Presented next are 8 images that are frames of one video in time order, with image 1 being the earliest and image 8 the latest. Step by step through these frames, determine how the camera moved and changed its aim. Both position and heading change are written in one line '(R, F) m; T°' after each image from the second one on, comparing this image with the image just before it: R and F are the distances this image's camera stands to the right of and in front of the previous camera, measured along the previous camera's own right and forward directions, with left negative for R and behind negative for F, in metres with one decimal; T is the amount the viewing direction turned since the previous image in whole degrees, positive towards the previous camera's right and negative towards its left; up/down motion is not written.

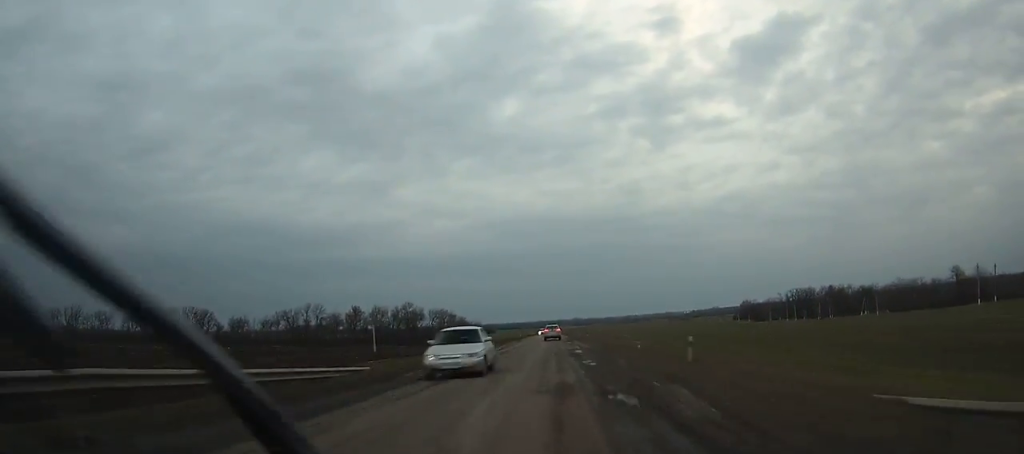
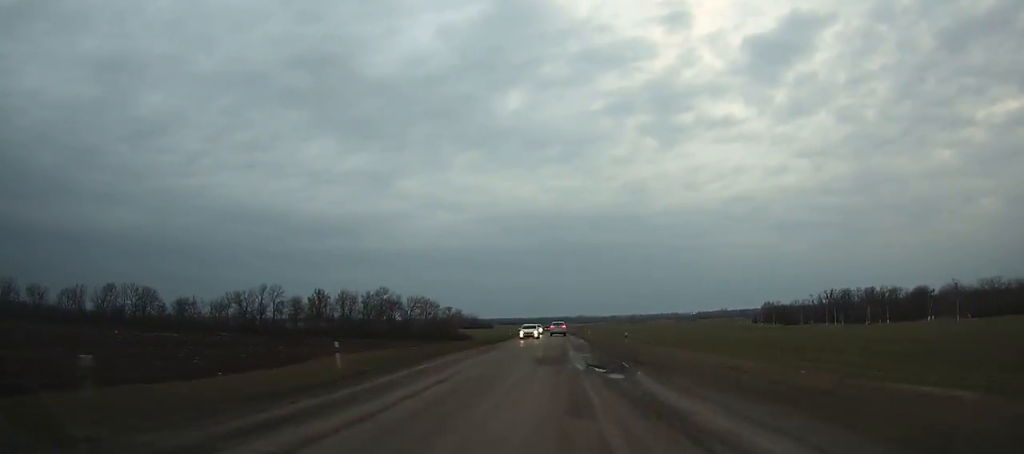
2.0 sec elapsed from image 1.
(0.0, +38.2) m; 0°
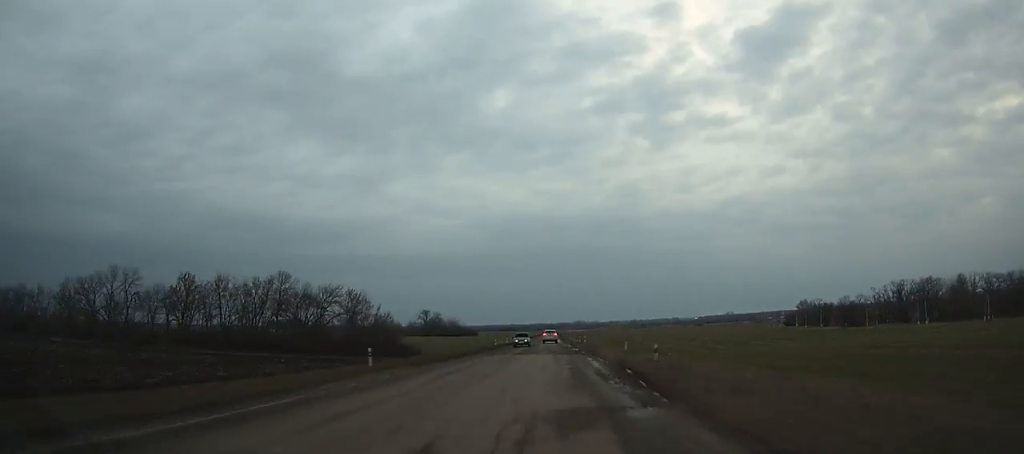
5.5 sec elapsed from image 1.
(-0.1, +67.3) m; 0°
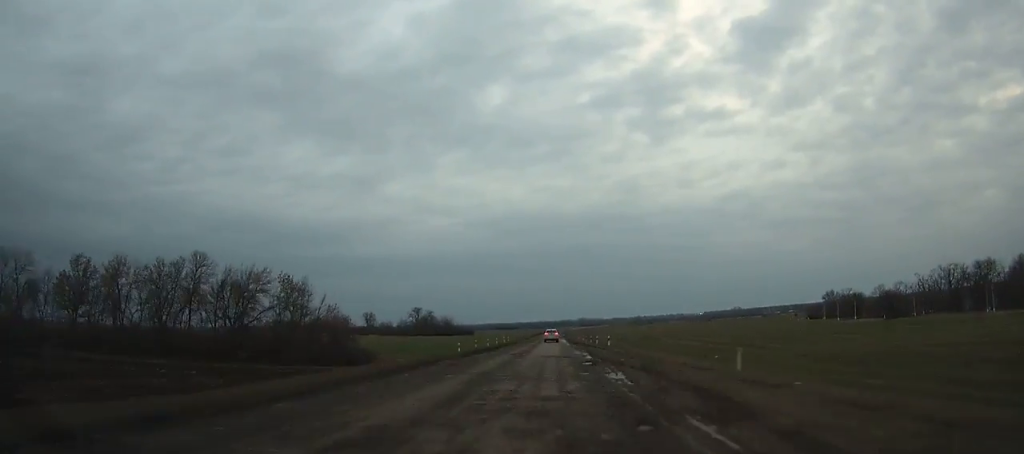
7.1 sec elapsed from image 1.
(0.0, +31.1) m; 0°
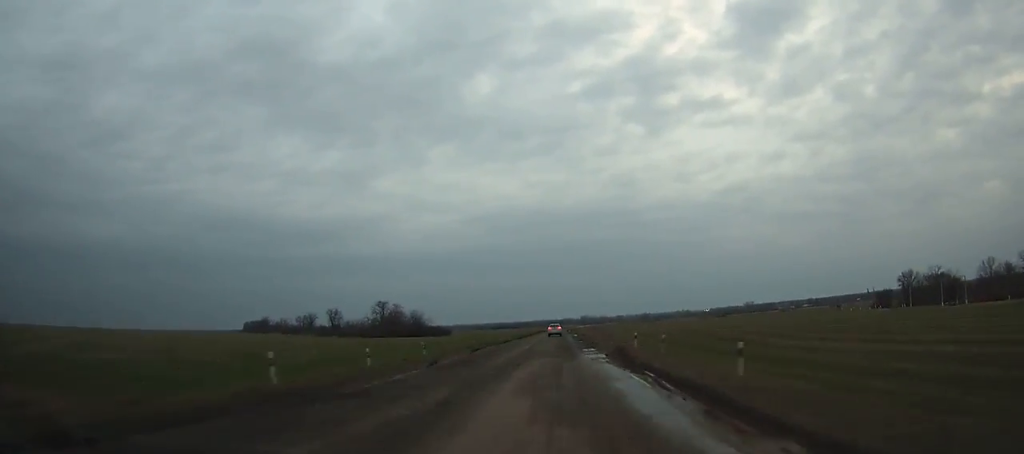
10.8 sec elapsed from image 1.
(-0.2, +73.1) m; 0°
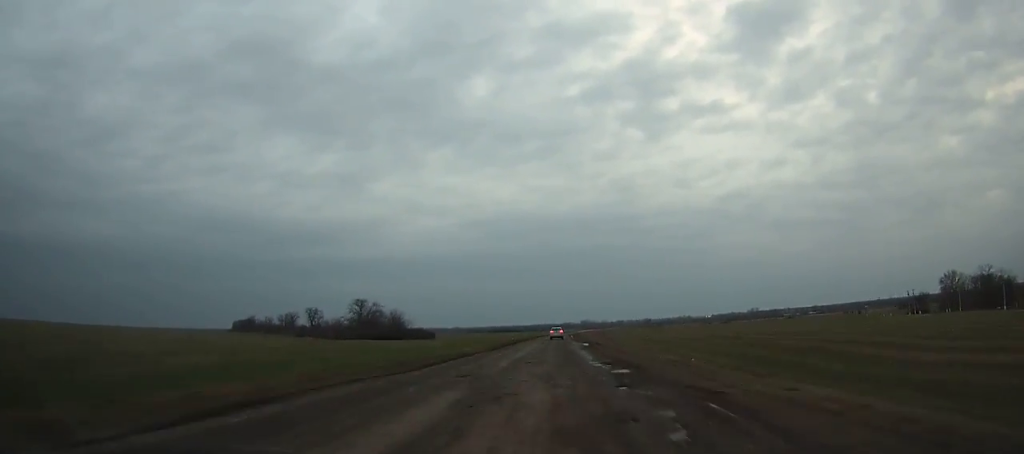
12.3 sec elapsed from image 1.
(0.0, +30.0) m; 0°
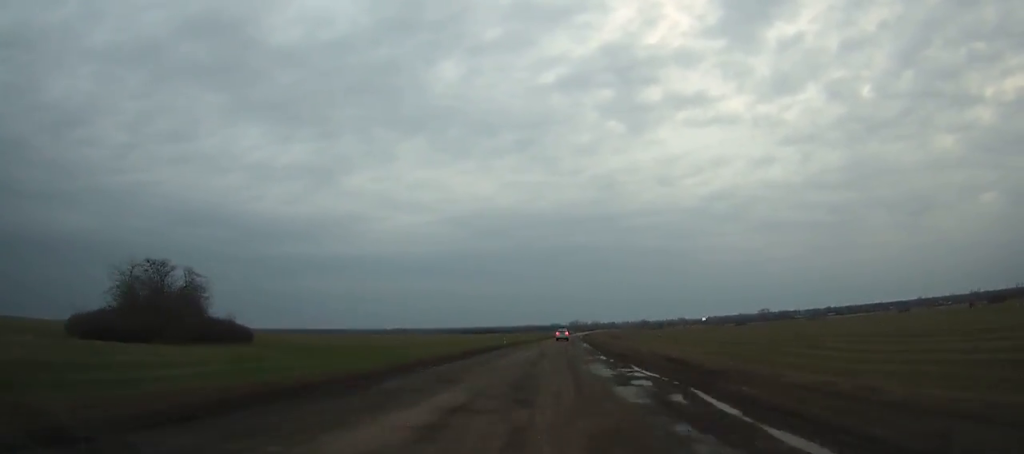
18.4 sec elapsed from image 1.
(+1.2, +125.2) m; +2°
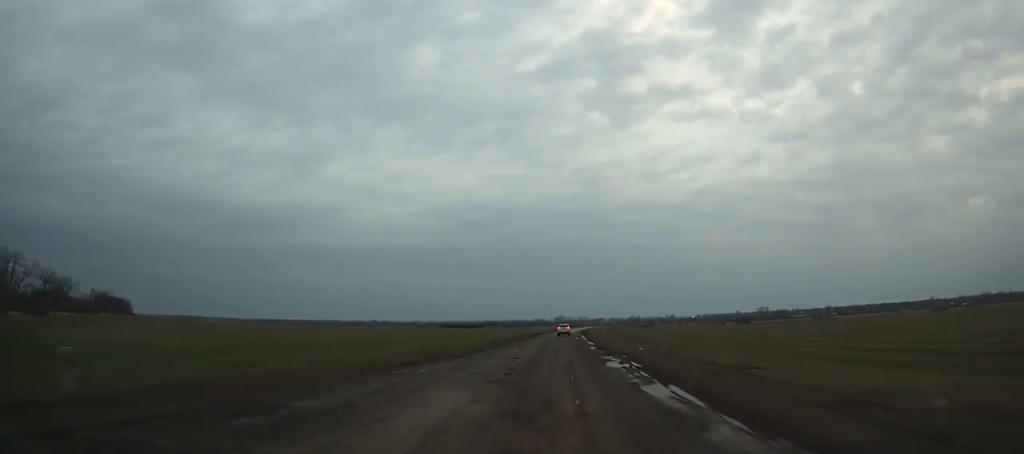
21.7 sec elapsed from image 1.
(+0.9, +69.4) m; +2°
